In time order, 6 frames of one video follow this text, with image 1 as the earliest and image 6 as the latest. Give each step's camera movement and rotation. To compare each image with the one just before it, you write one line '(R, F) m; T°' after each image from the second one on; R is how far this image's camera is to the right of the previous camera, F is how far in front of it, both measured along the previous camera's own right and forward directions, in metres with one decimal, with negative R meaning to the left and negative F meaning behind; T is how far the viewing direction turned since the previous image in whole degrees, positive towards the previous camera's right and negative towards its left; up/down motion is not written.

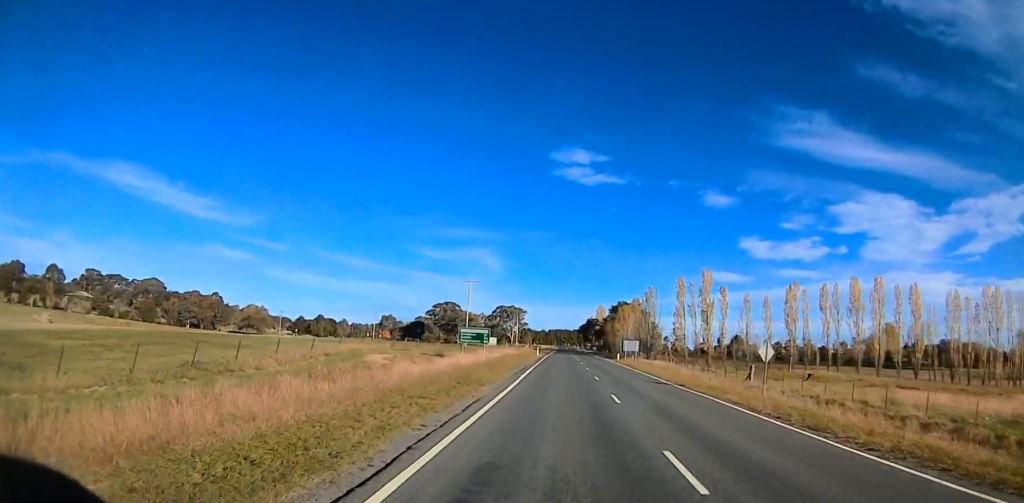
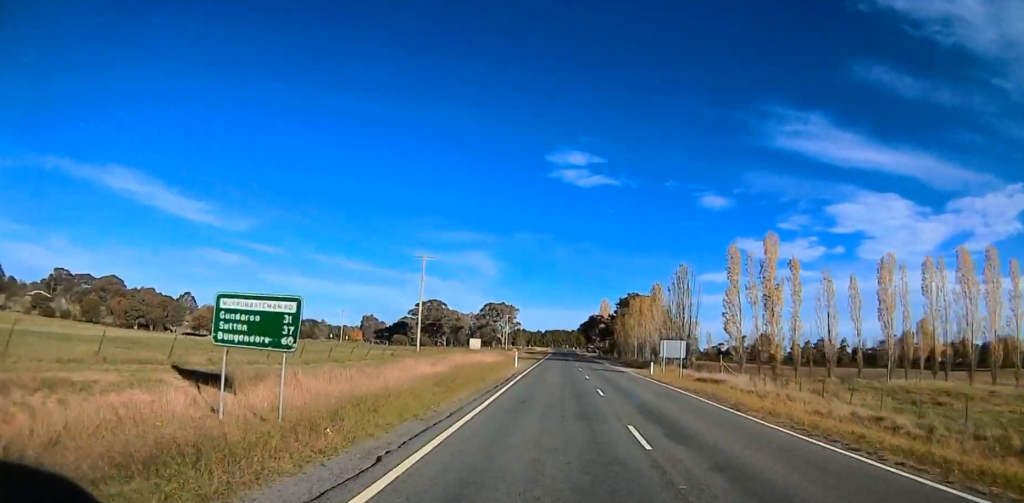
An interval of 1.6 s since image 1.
(0.0, +31.8) m; +1°
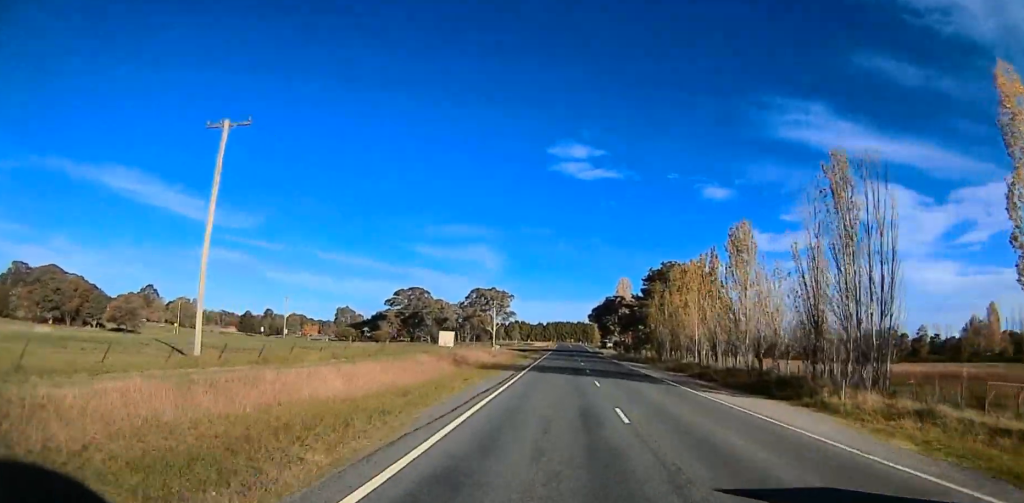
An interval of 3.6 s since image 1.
(+0.7, +43.9) m; +1°
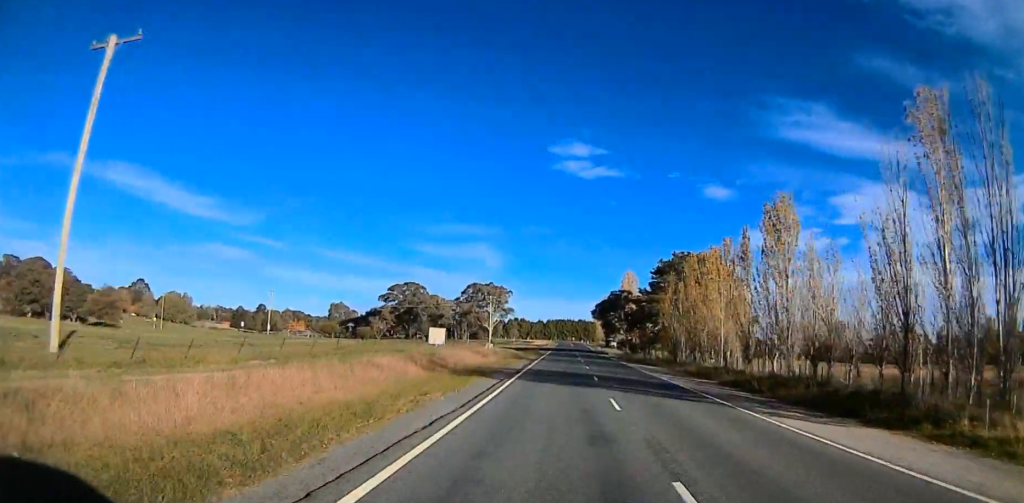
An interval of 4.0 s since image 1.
(0.0, +9.6) m; 0°
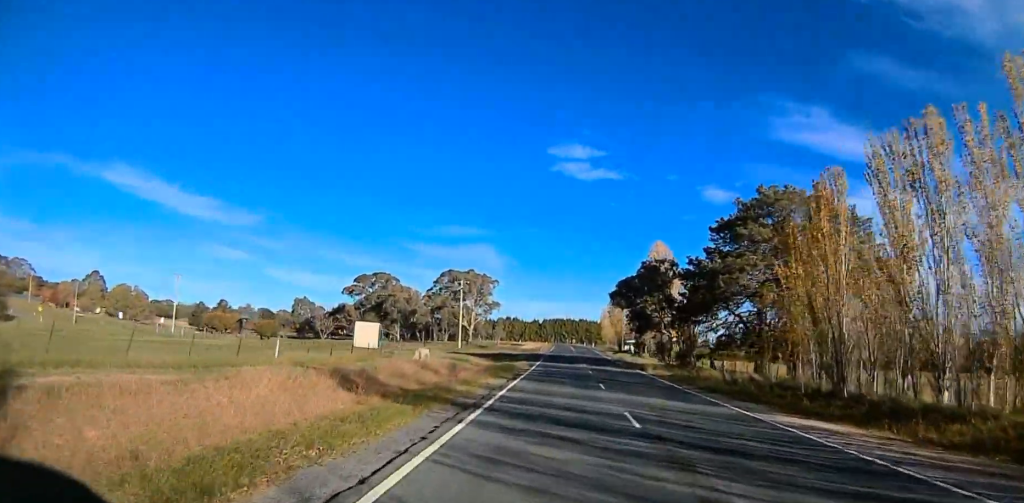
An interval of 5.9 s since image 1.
(0.0, +40.6) m; 0°
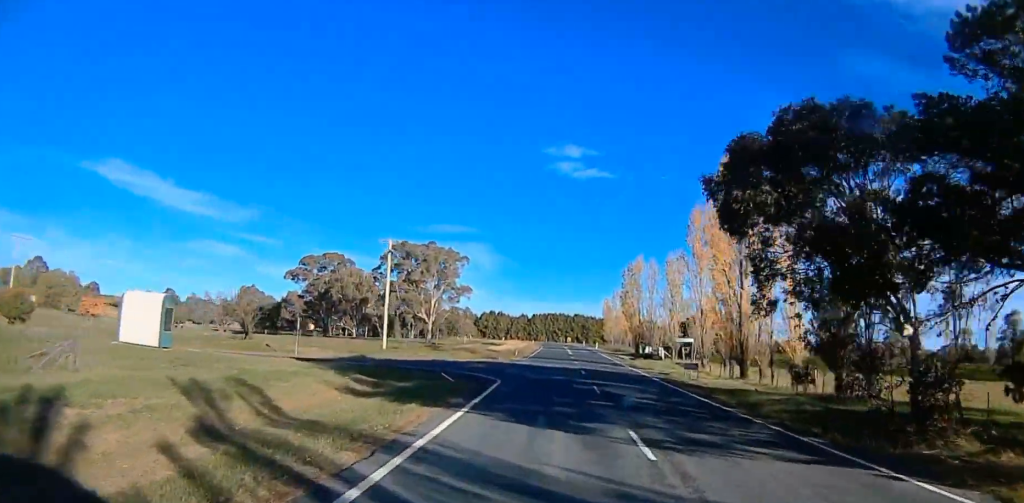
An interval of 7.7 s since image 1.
(+0.2, +40.3) m; +1°
